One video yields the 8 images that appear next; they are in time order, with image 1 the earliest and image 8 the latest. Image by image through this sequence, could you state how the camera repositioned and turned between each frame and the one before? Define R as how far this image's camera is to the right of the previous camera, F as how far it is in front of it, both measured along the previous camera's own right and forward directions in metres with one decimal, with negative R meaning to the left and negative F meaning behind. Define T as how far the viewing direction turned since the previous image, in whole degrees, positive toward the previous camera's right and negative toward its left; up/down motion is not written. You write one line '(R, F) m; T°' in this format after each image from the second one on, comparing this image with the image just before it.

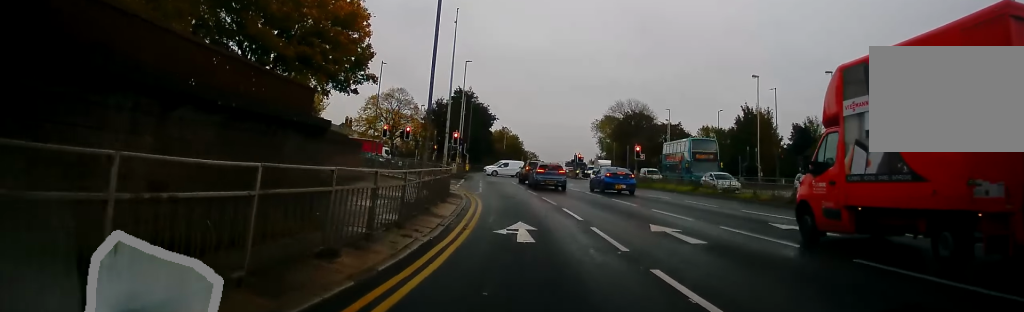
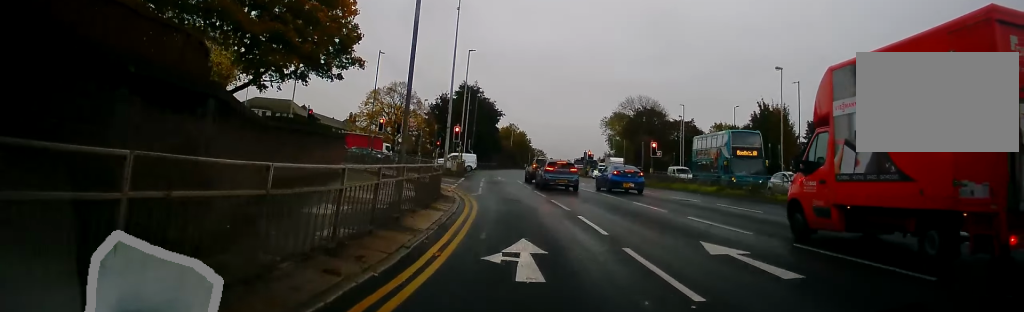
(0.0, +4.2) m; 0°
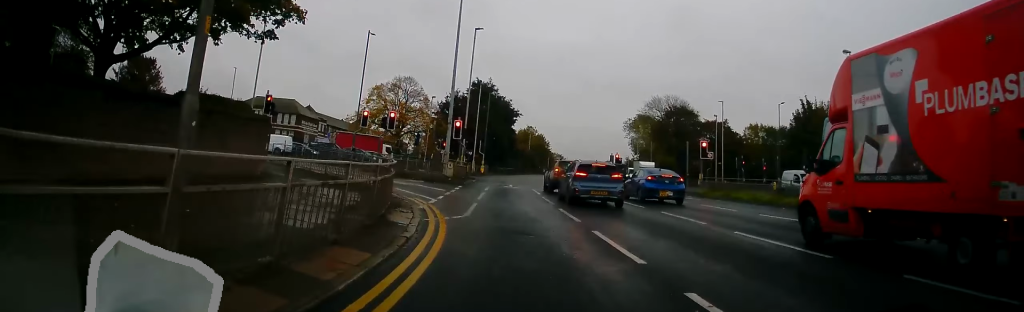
(-0.2, +9.7) m; -2°
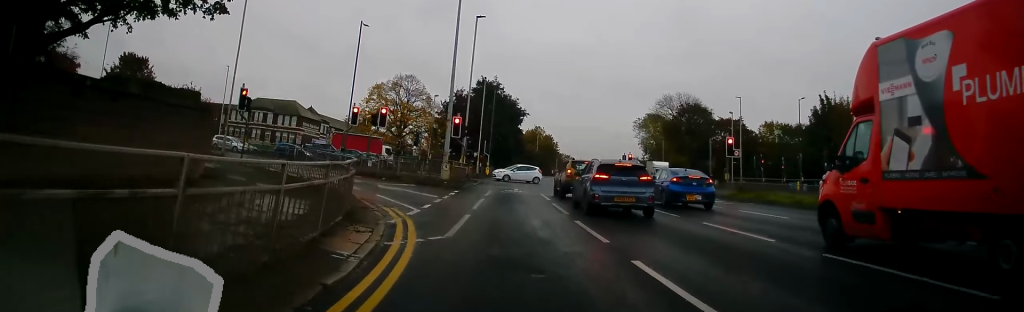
(0.0, +3.9) m; -1°
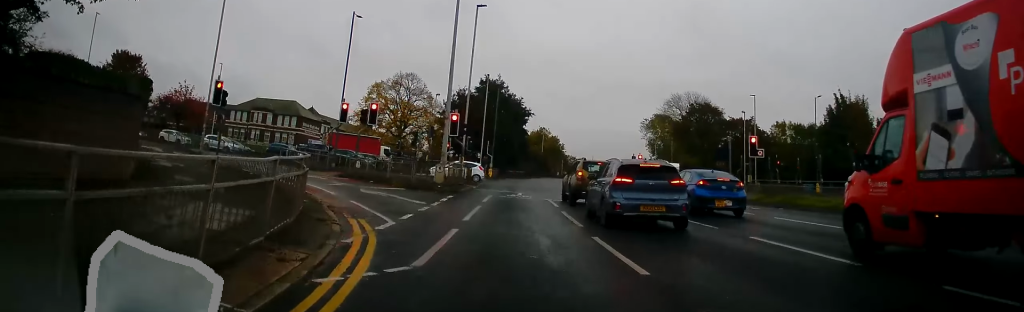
(0.0, +3.0) m; -1°
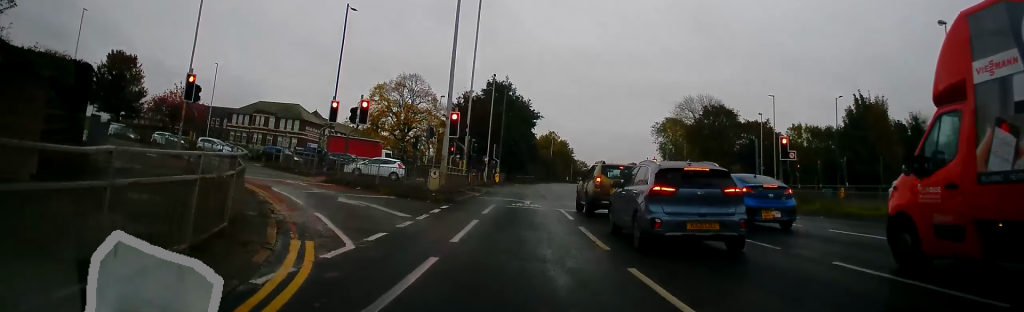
(0.0, +3.2) m; -1°
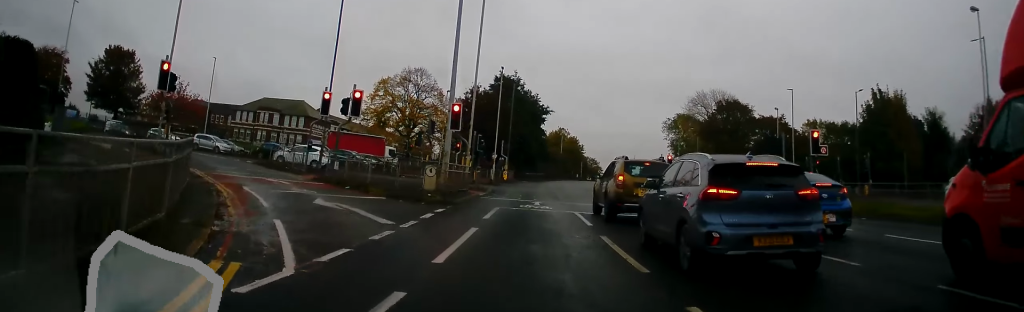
(0.0, +2.6) m; -1°
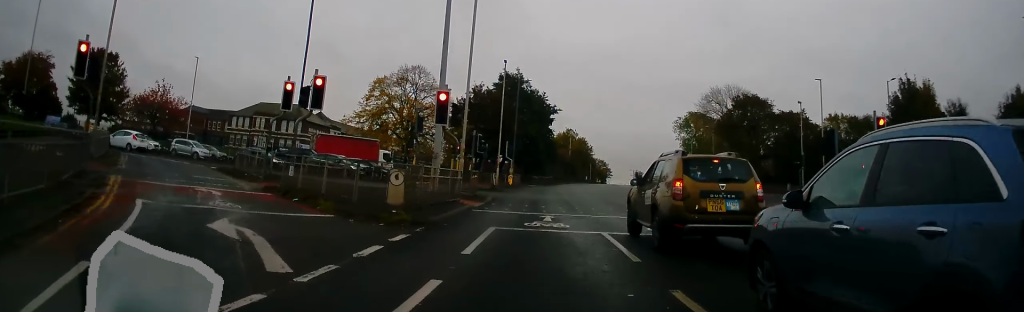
(-0.1, +5.5) m; -1°
